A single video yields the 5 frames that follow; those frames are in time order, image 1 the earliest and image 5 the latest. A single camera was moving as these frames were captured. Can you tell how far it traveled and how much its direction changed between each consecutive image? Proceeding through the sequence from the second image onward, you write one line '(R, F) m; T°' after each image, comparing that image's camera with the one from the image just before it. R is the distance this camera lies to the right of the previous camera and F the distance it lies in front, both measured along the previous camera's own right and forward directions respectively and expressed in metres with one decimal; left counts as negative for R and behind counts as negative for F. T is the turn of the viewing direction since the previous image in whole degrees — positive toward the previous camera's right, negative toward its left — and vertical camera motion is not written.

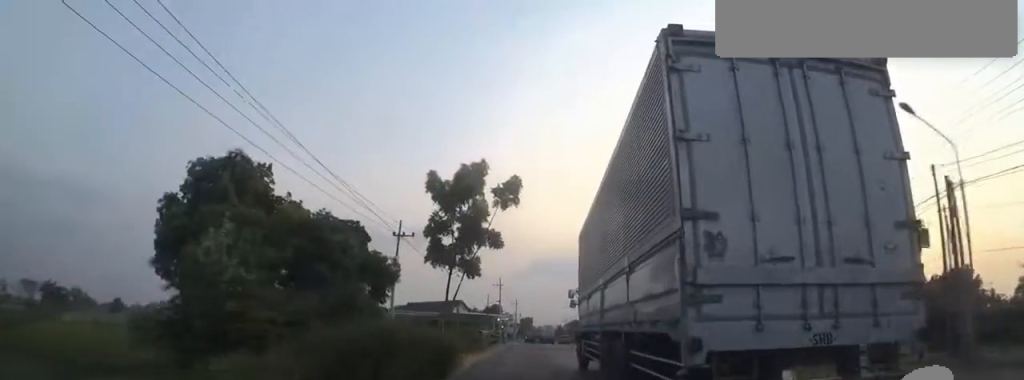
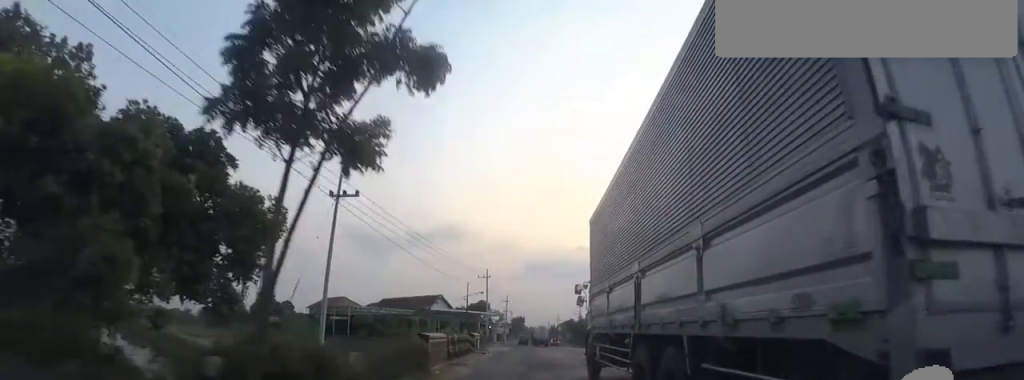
(-0.5, +12.8) m; -2°
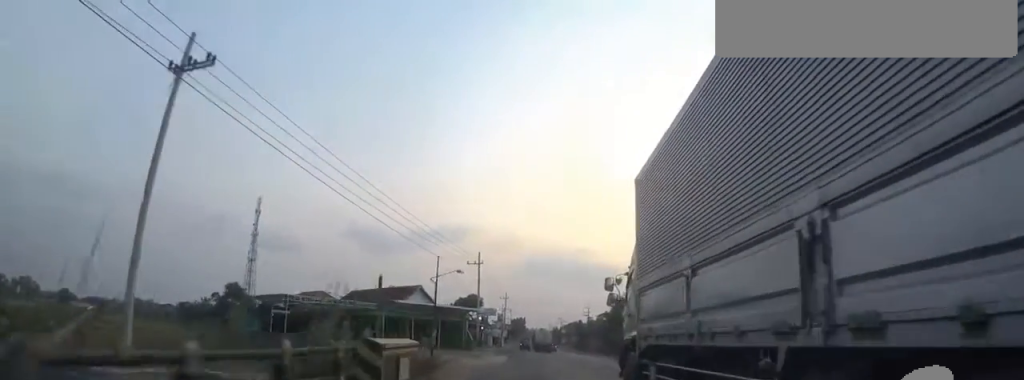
(0.0, +15.8) m; +1°
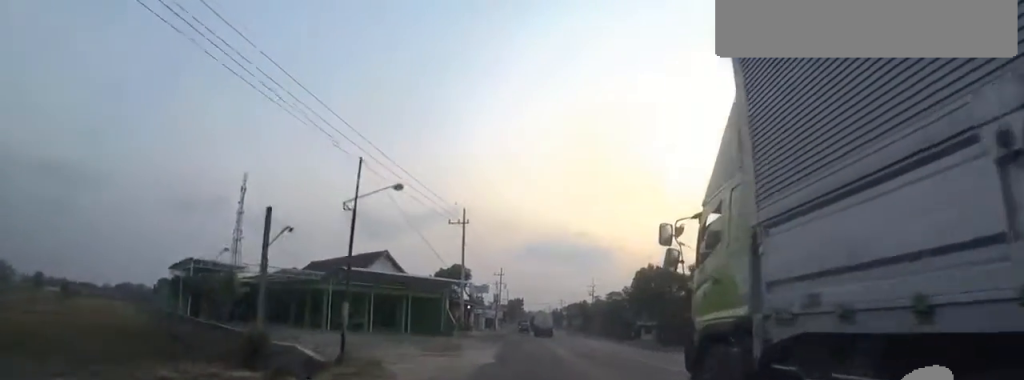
(+0.2, +12.9) m; +2°
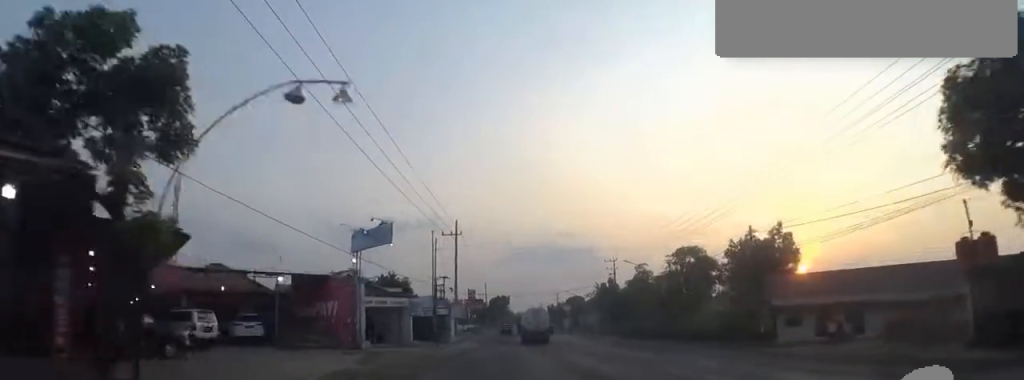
(-0.1, +40.3) m; -3°
